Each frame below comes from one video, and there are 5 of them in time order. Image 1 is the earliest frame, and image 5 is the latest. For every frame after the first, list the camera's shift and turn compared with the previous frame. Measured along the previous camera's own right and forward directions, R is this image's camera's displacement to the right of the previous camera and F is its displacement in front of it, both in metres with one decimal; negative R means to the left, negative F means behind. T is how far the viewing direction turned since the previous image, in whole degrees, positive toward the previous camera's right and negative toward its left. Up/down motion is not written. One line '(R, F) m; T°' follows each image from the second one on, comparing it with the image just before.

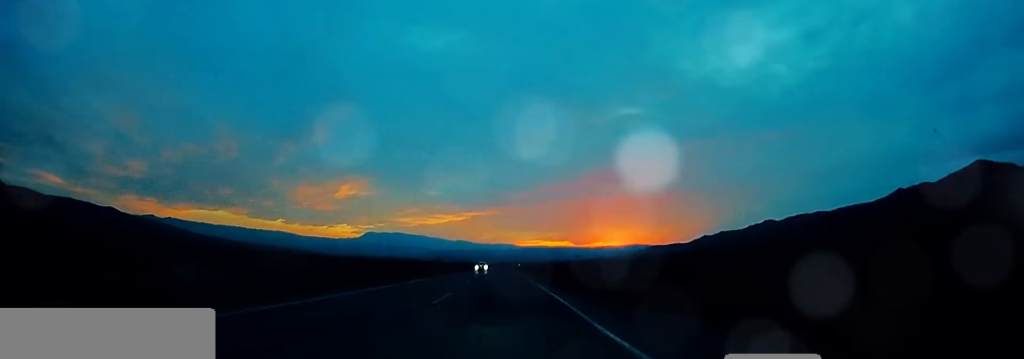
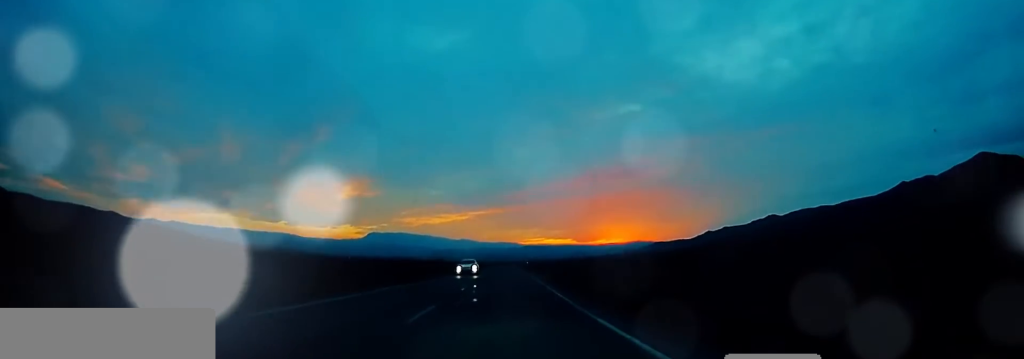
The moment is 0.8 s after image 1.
(+0.8, +15.5) m; +3°
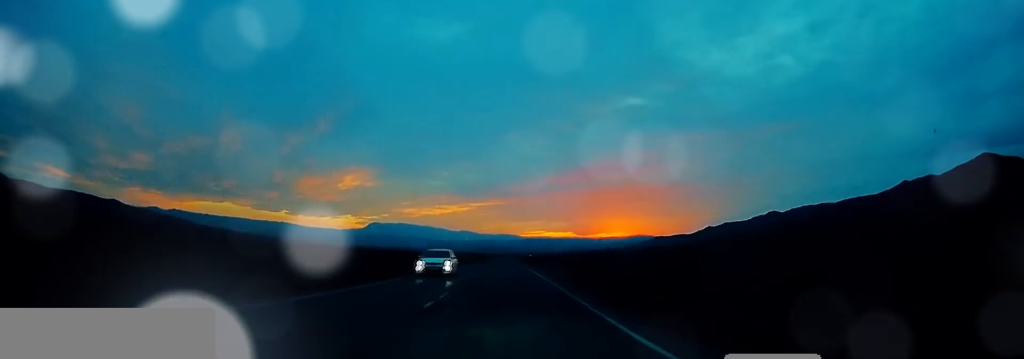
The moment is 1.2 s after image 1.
(+0.3, +9.5) m; +1°
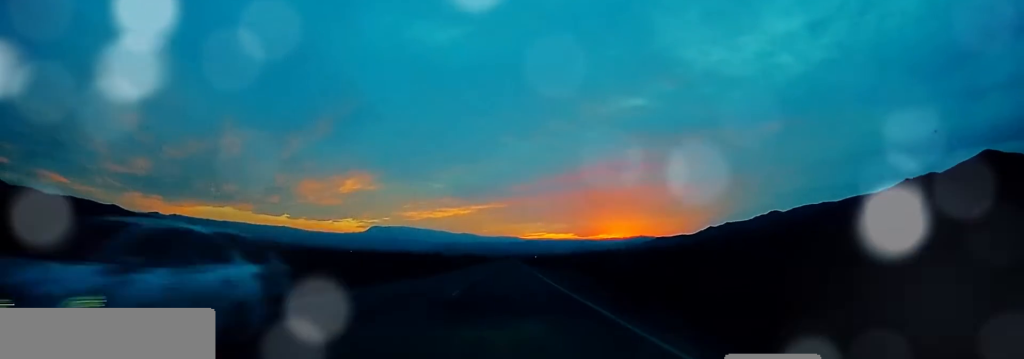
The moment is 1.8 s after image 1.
(+0.1, +10.8) m; -2°
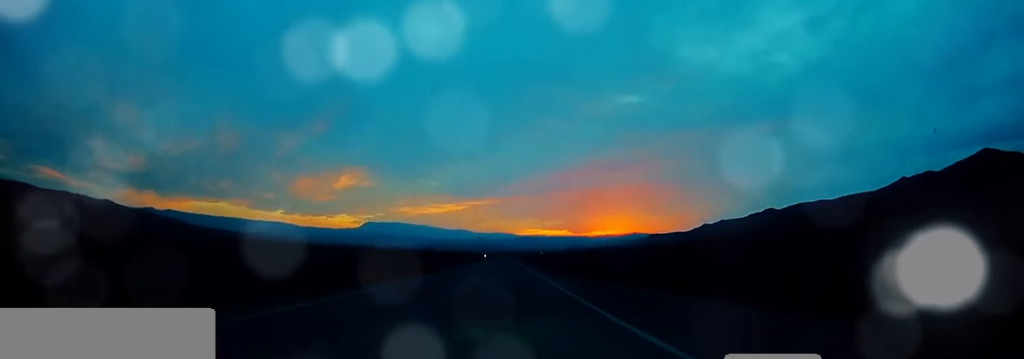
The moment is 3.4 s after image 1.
(-1.4, +33.3) m; -1°
